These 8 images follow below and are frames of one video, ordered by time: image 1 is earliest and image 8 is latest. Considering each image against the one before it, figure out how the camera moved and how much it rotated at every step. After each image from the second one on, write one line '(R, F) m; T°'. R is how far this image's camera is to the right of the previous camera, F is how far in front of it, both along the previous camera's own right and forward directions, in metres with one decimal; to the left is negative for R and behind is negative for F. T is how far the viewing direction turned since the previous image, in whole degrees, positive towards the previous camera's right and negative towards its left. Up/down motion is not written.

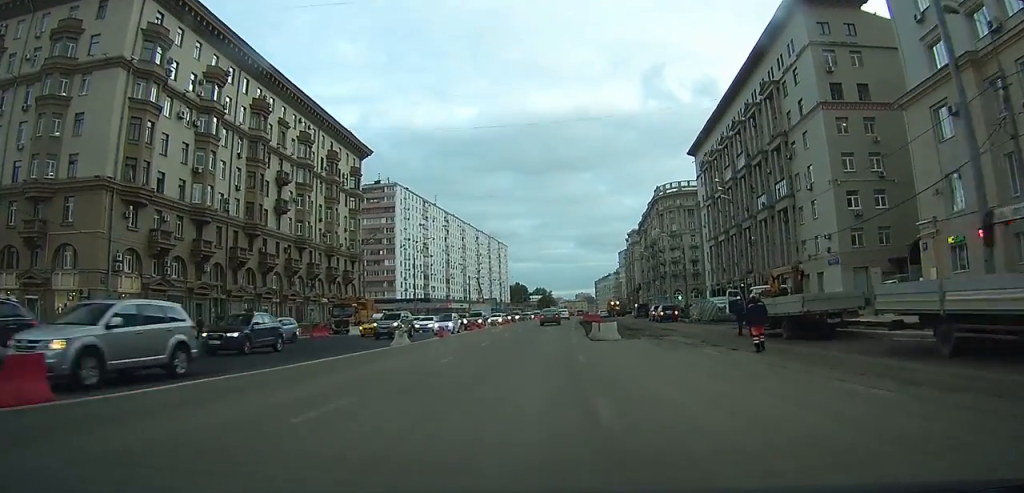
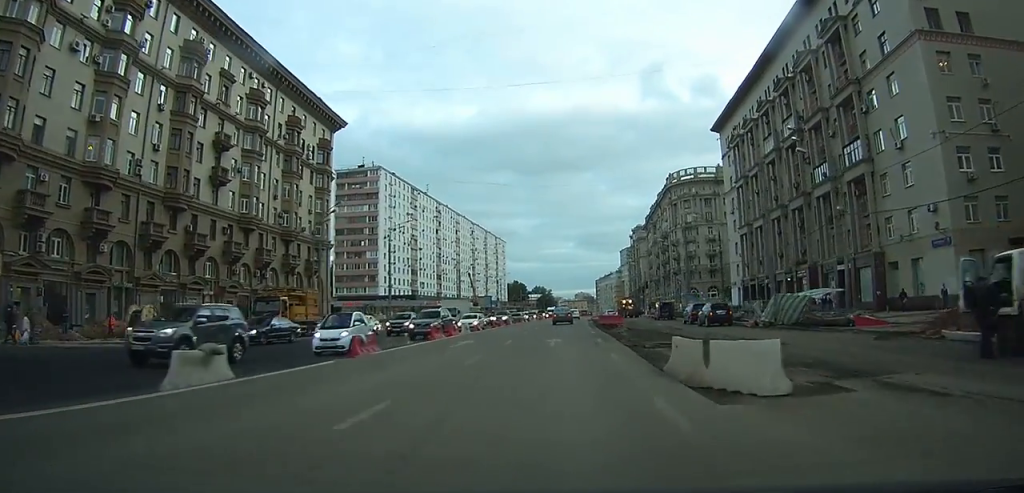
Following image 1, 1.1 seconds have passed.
(0.0, +16.3) m; +1°
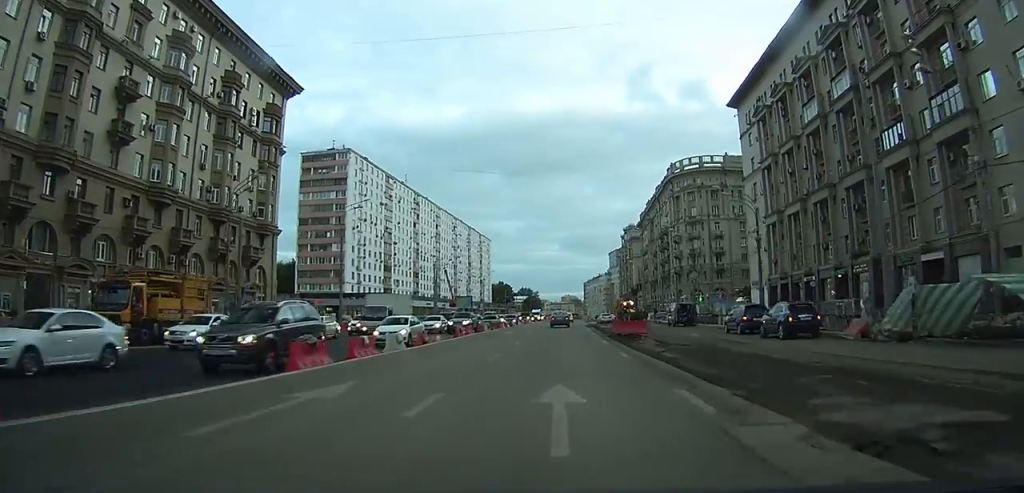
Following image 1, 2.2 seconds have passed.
(+0.1, +15.6) m; +1°
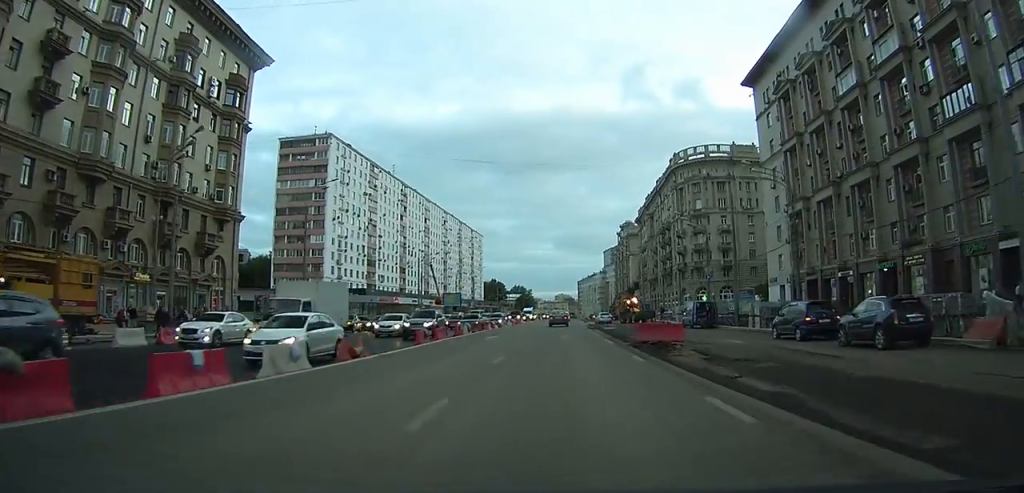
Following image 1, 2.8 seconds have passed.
(+0.1, +9.2) m; +1°
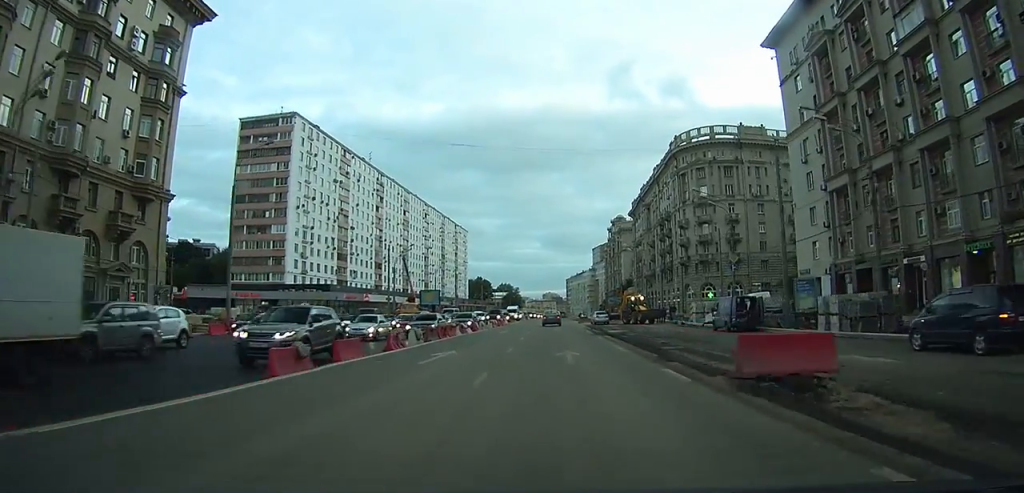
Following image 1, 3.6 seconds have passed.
(+0.1, +12.8) m; +1°
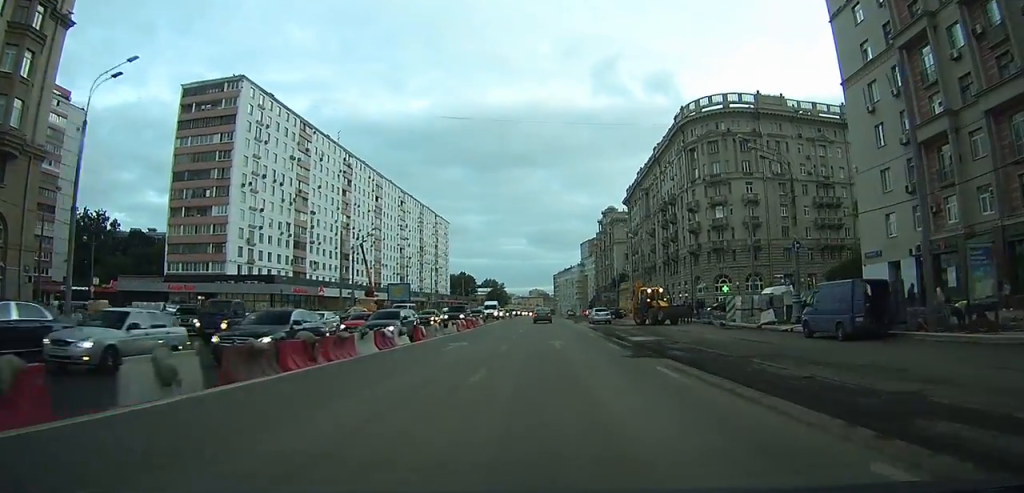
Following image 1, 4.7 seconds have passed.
(+0.1, +16.2) m; +1°
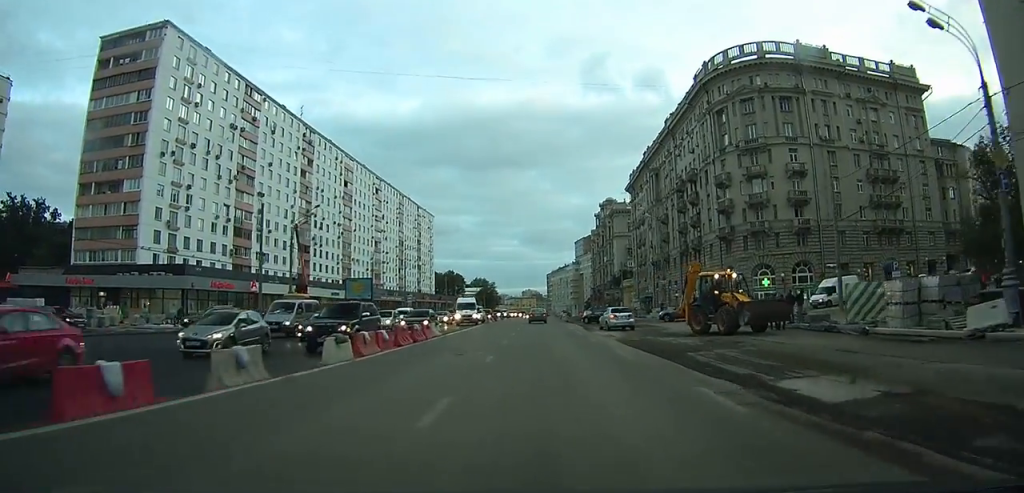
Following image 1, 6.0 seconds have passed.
(0.0, +19.7) m; +1°
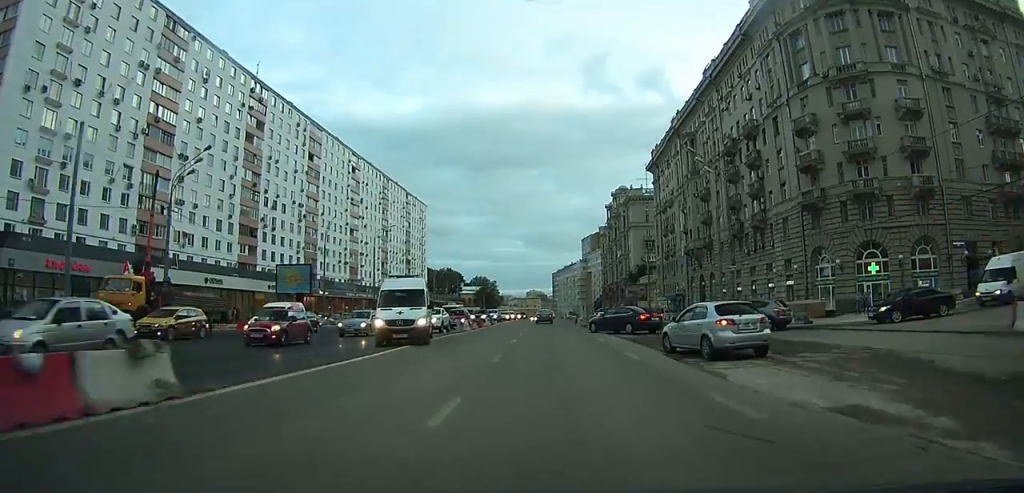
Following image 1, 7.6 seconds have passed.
(+0.5, +25.0) m; +1°
